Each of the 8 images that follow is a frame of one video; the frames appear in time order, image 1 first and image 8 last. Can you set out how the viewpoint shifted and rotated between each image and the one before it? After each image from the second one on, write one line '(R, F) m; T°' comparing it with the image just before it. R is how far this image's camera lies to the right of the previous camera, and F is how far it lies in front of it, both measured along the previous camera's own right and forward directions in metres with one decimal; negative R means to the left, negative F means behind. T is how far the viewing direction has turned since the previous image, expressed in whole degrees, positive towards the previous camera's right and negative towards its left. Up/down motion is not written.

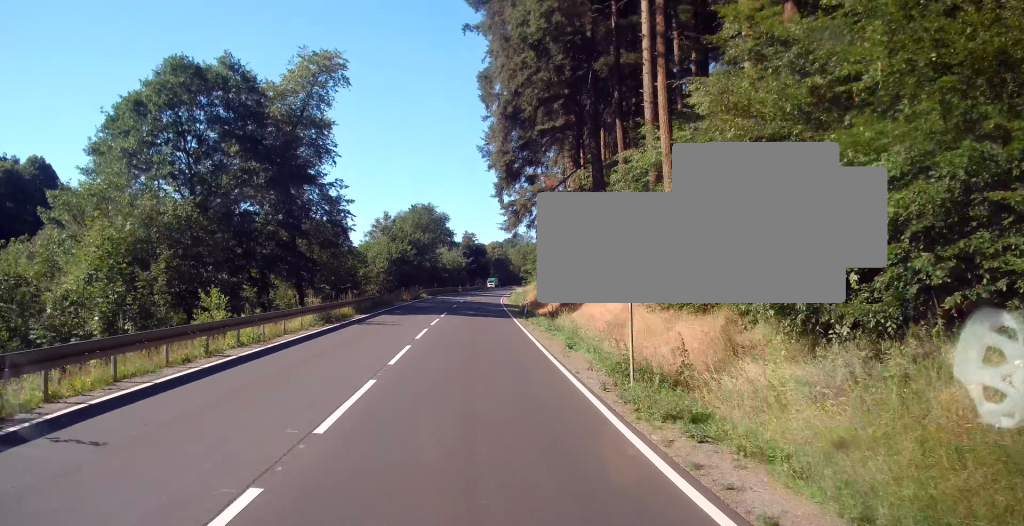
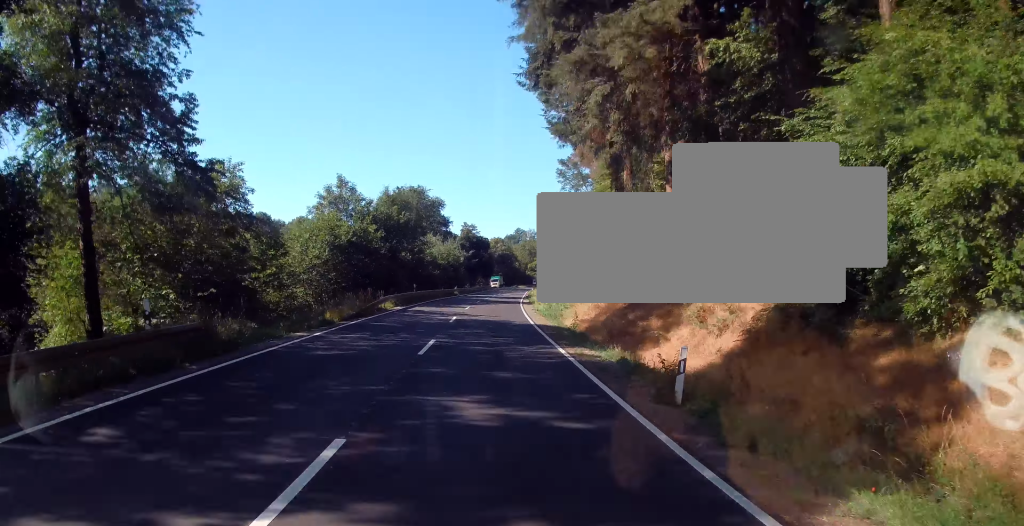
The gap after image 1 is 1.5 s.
(-0.1, +29.5) m; +1°
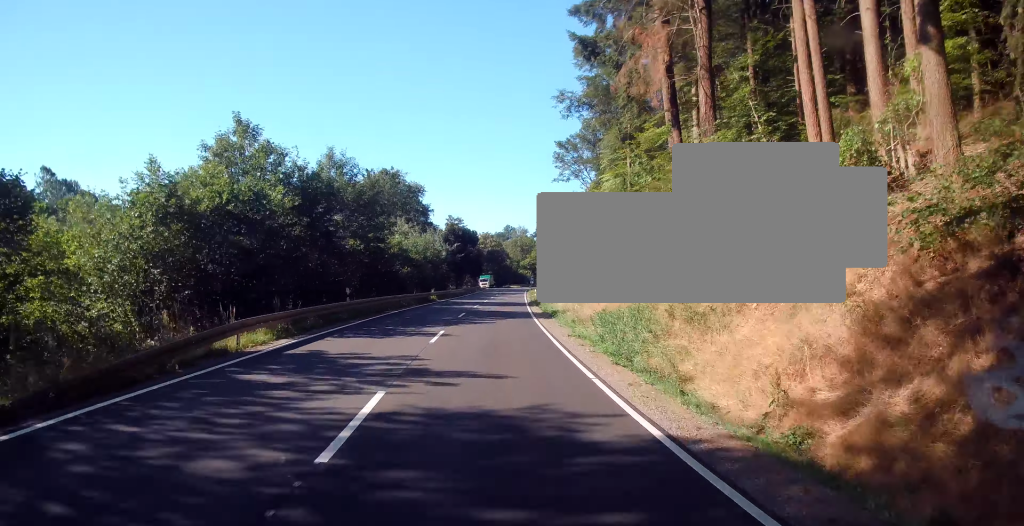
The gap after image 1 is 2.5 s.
(+0.6, +20.3) m; +2°
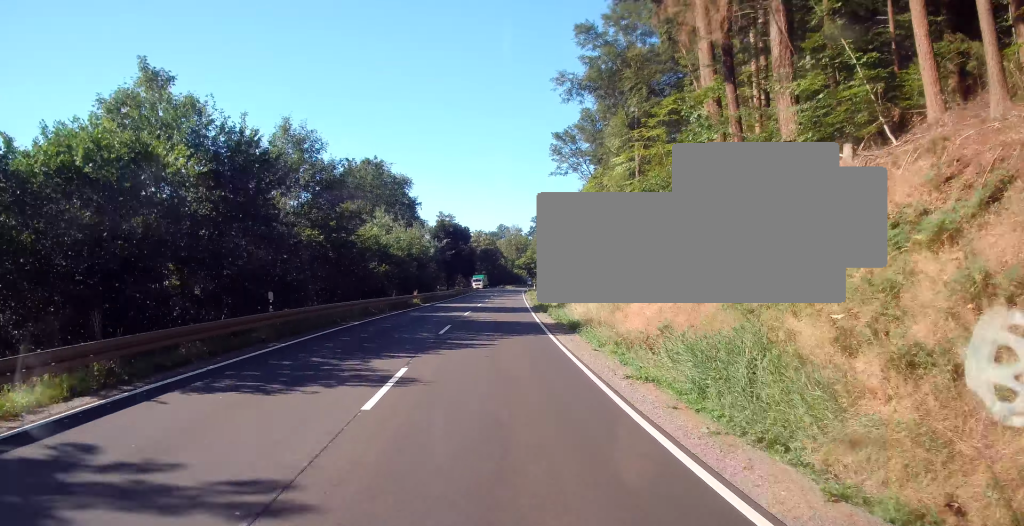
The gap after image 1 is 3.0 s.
(+0.1, +9.1) m; 0°
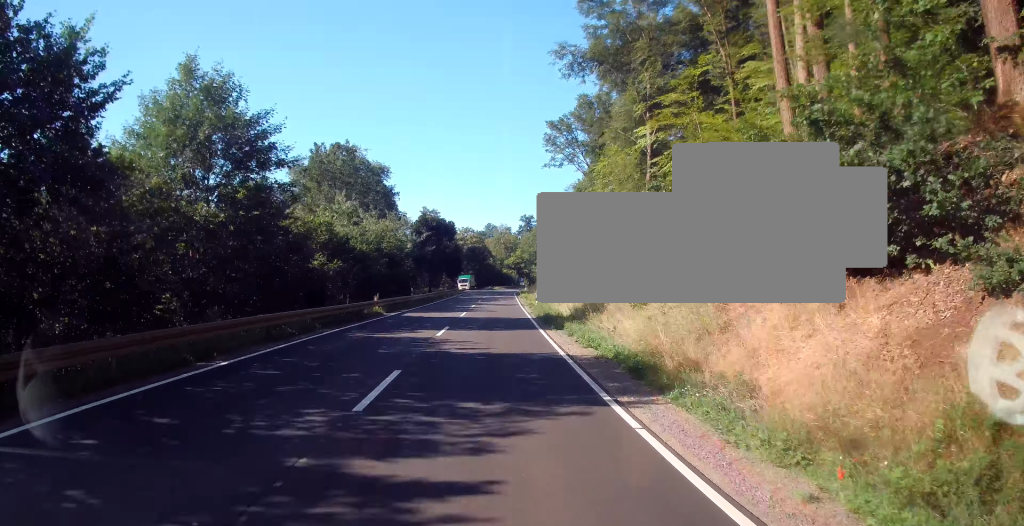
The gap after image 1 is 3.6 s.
(-0.2, +11.6) m; 0°
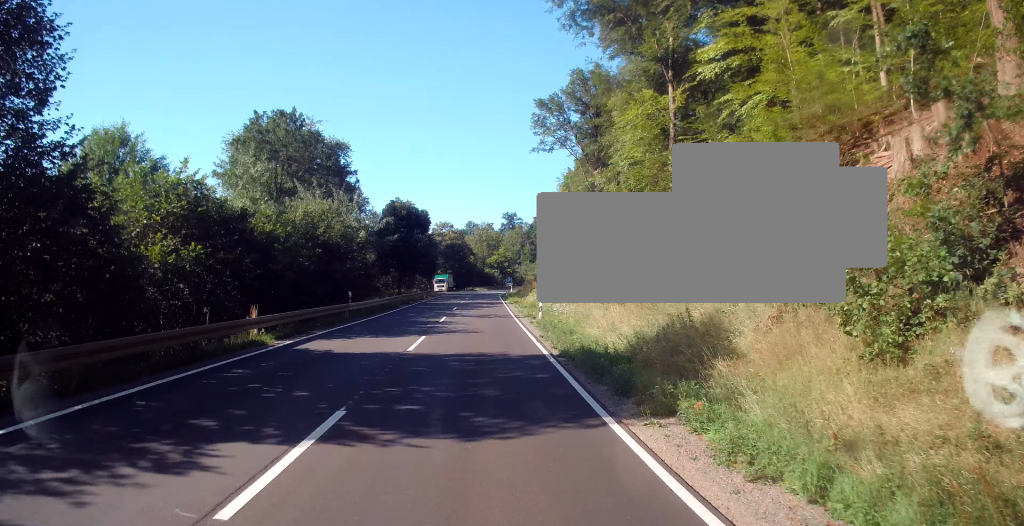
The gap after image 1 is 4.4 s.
(+0.1, +15.5) m; +1°
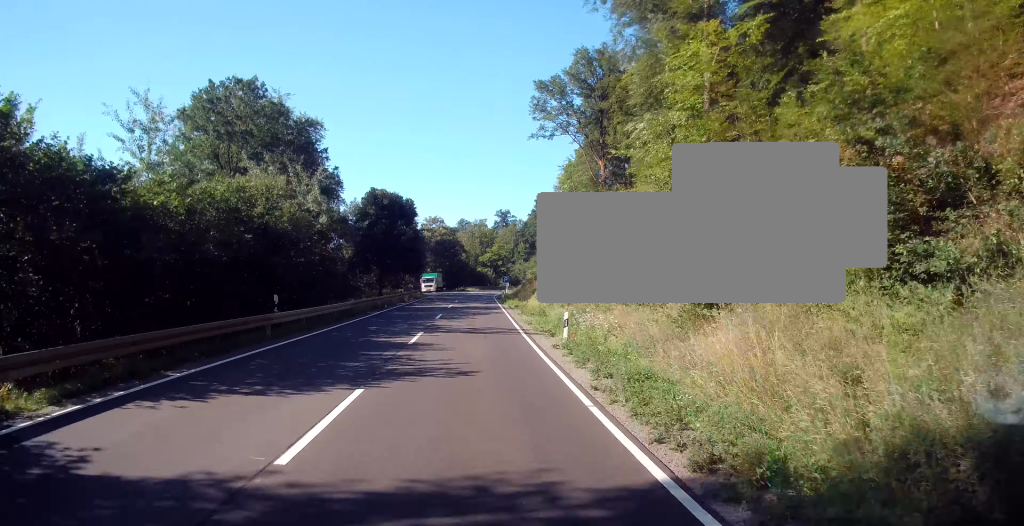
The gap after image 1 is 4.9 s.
(+0.1, +10.3) m; +1°
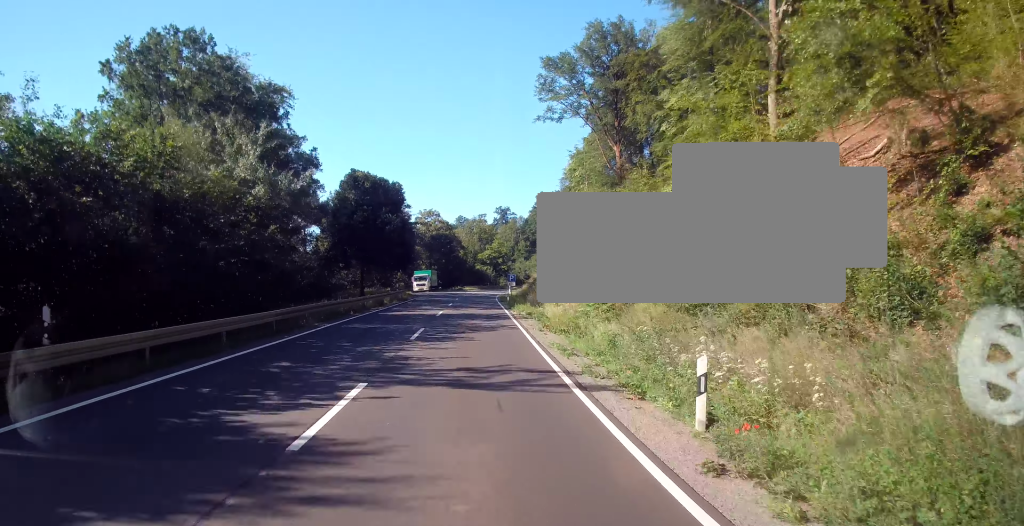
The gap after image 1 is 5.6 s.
(0.0, +12.2) m; +1°
